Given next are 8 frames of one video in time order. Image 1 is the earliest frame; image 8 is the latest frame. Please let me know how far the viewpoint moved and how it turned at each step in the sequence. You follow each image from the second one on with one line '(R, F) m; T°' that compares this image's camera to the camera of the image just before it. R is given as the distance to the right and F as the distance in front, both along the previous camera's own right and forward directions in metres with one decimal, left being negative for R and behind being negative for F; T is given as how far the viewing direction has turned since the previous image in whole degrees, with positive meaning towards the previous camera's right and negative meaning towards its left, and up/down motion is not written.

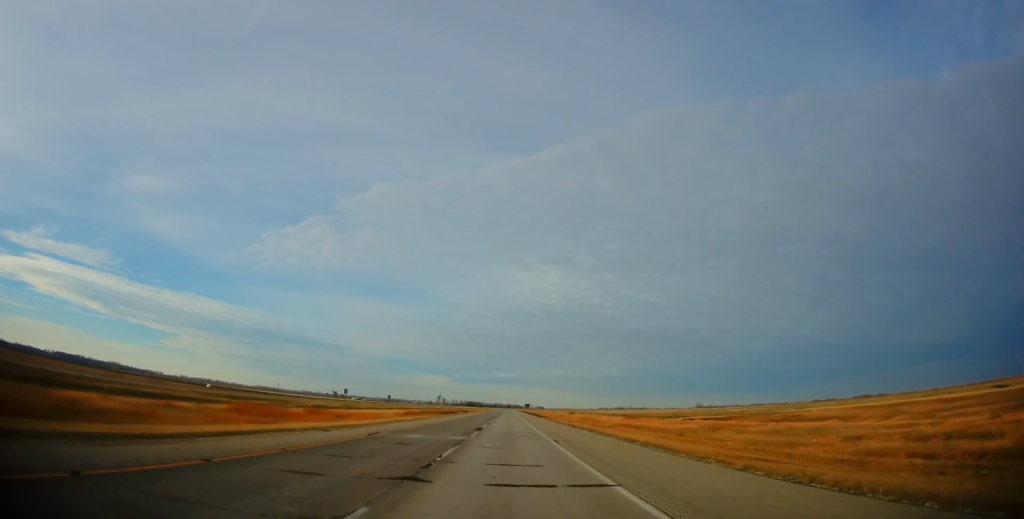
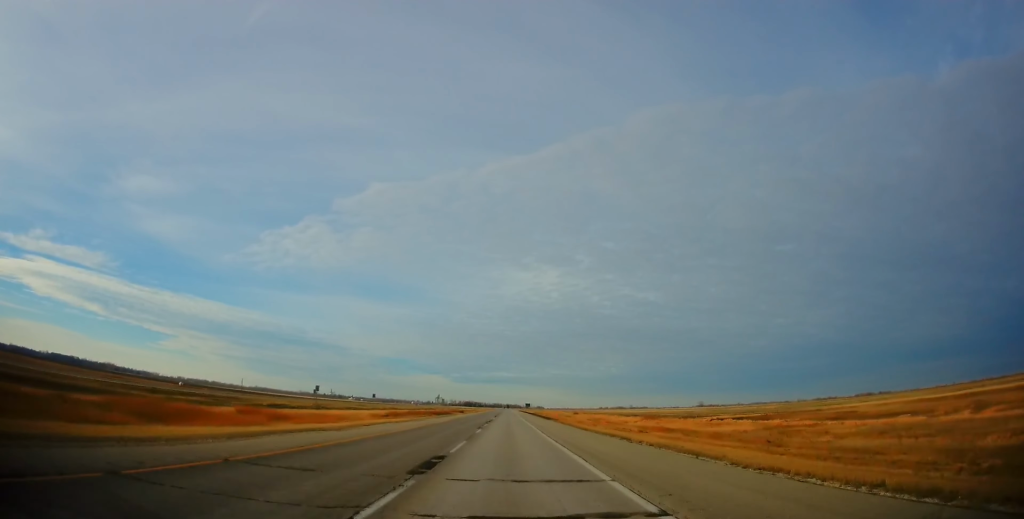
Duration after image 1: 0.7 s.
(-0.1, +21.7) m; 0°
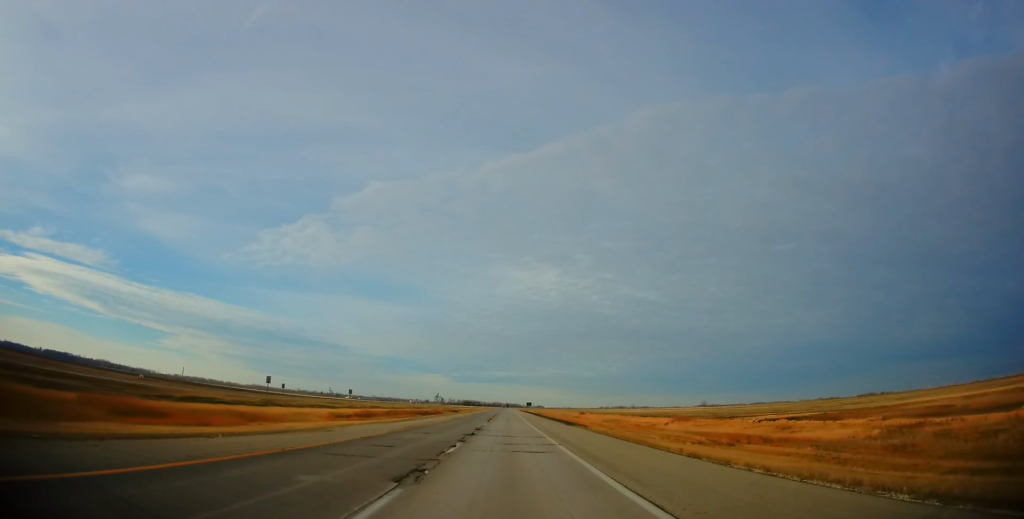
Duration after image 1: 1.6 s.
(0.0, +25.7) m; 0°
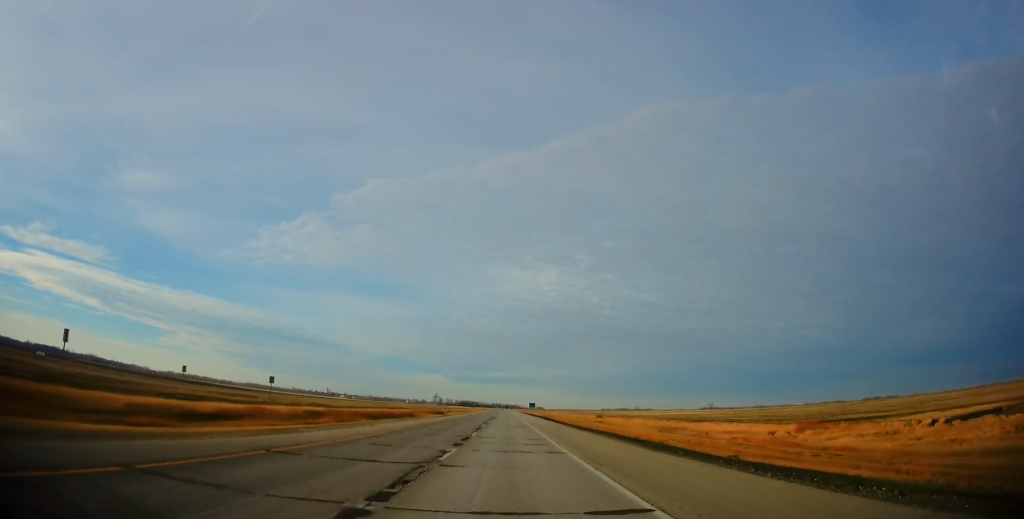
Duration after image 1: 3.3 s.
(-0.5, +50.3) m; -1°
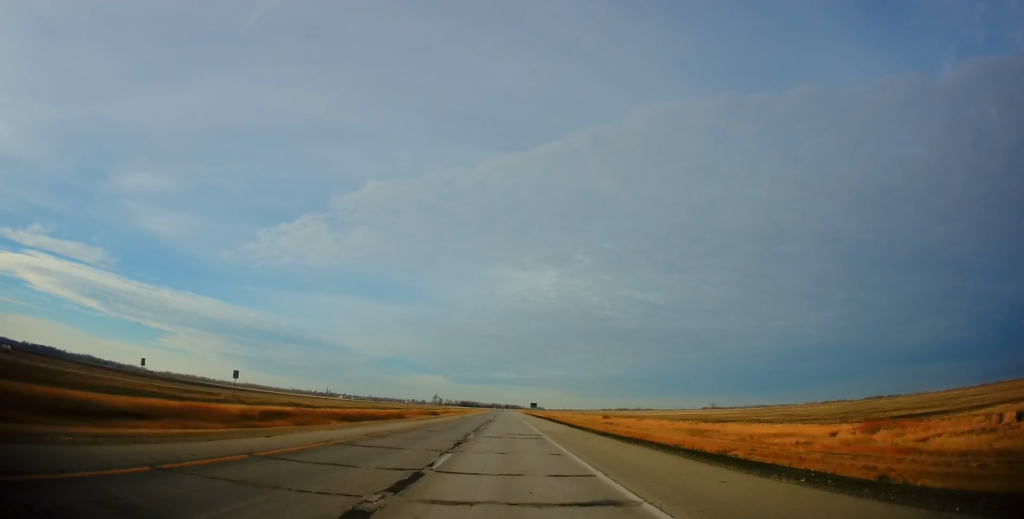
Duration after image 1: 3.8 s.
(0.0, +13.9) m; 0°
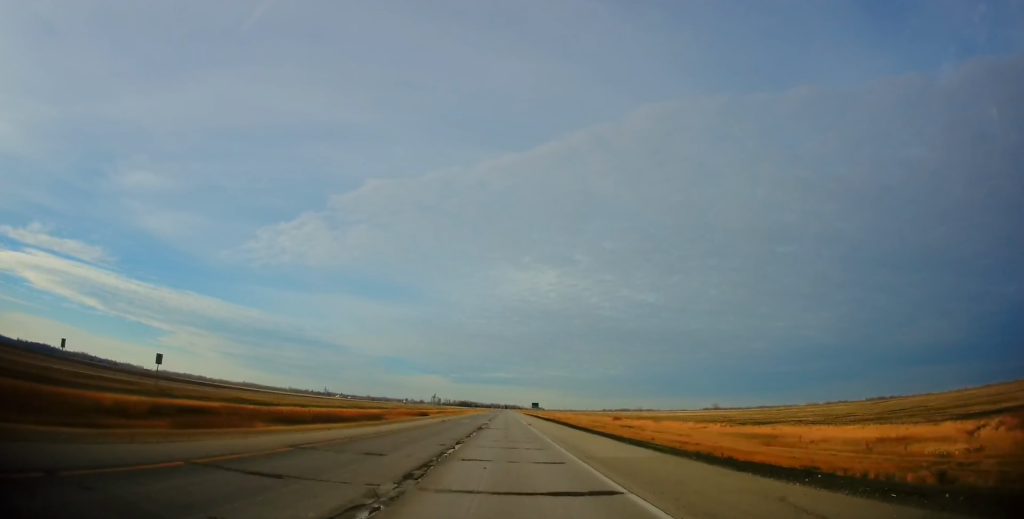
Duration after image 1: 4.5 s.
(+0.1, +20.9) m; 0°
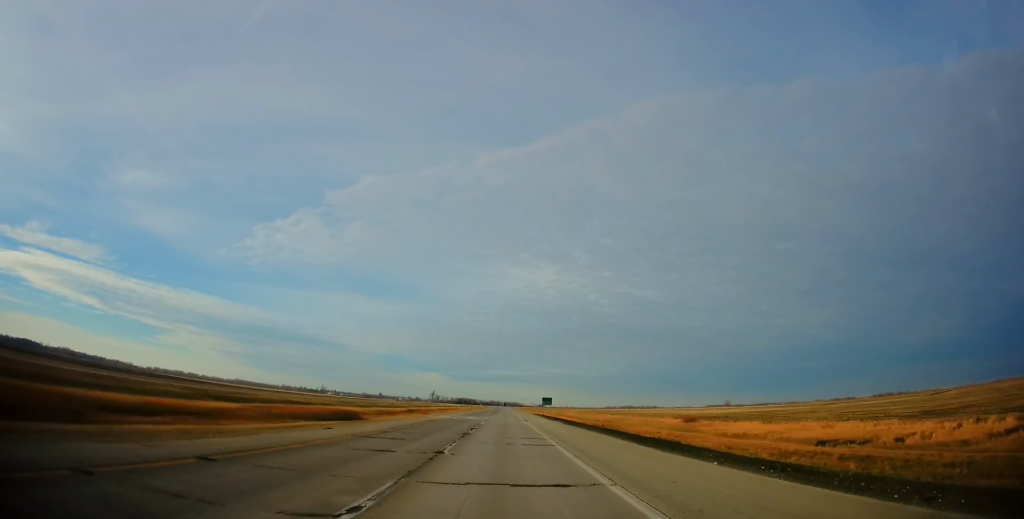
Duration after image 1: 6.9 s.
(+0.4, +72.6) m; +1°
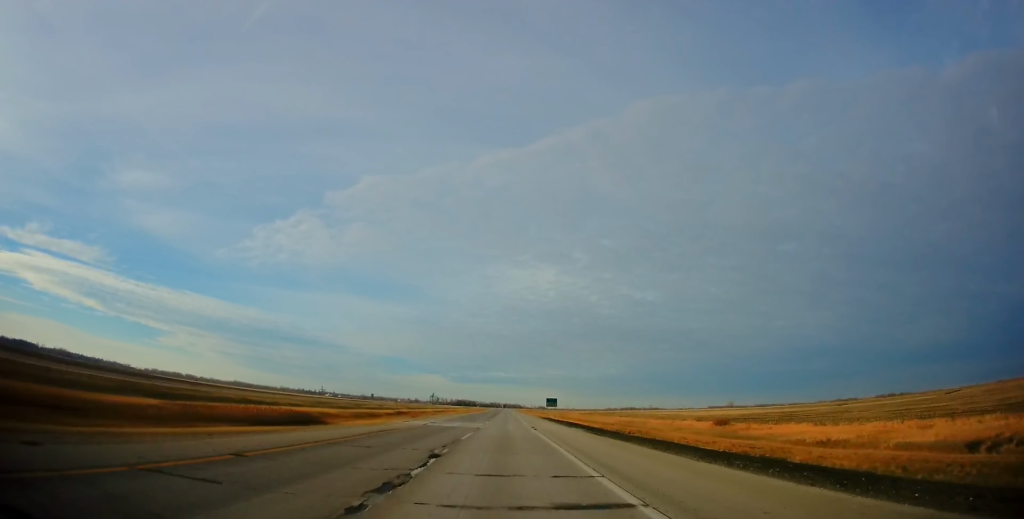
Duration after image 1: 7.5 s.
(+0.1, +16.6) m; 0°
